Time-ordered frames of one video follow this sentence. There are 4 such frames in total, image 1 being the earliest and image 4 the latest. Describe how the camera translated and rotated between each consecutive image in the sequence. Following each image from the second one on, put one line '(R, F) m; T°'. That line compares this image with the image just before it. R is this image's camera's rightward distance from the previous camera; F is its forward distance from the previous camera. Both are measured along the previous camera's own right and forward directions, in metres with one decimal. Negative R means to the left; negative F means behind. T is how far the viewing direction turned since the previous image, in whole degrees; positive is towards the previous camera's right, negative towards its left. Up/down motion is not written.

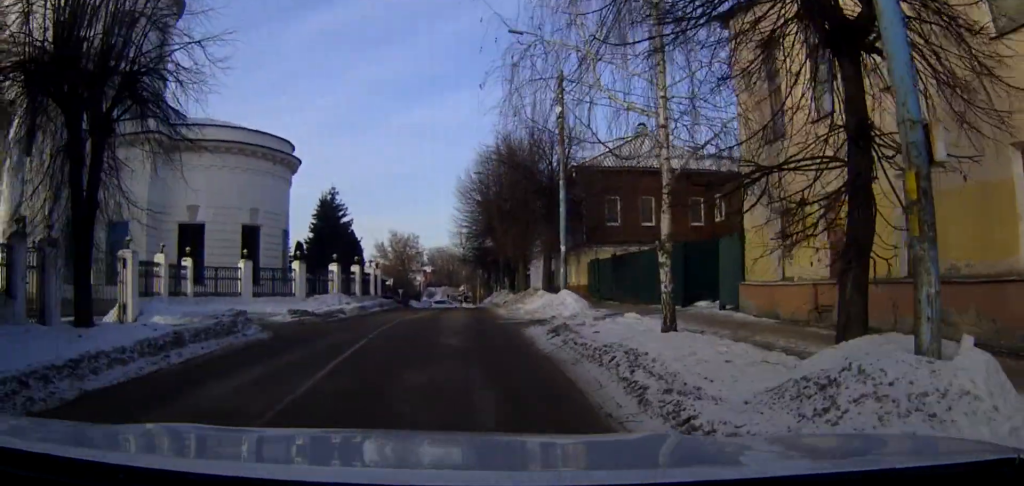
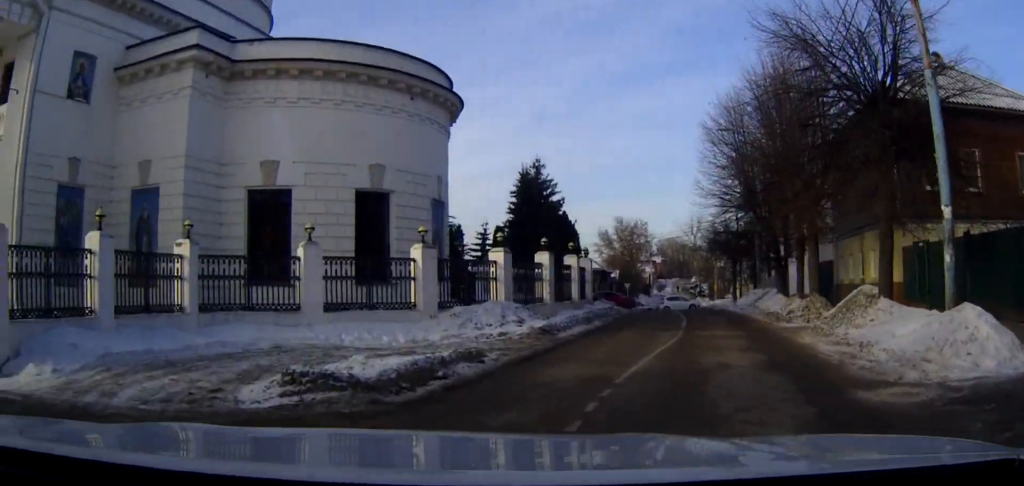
(-1.3, +15.8) m; -23°
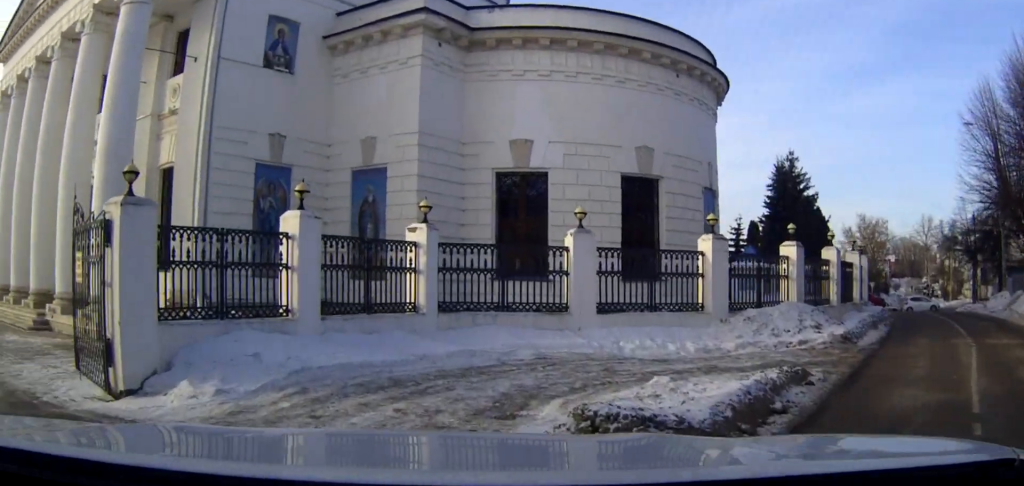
(-0.4, +2.9) m; -19°
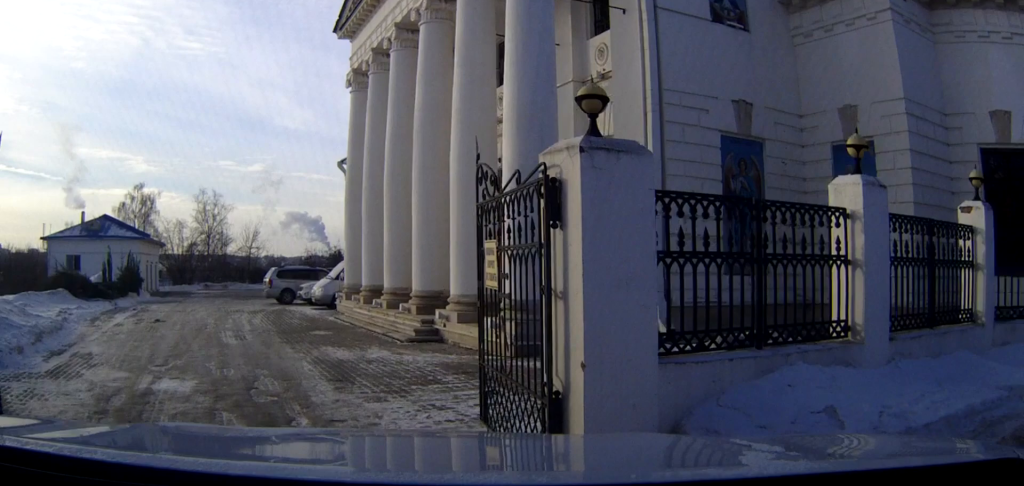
(-1.0, +3.8) m; -31°
